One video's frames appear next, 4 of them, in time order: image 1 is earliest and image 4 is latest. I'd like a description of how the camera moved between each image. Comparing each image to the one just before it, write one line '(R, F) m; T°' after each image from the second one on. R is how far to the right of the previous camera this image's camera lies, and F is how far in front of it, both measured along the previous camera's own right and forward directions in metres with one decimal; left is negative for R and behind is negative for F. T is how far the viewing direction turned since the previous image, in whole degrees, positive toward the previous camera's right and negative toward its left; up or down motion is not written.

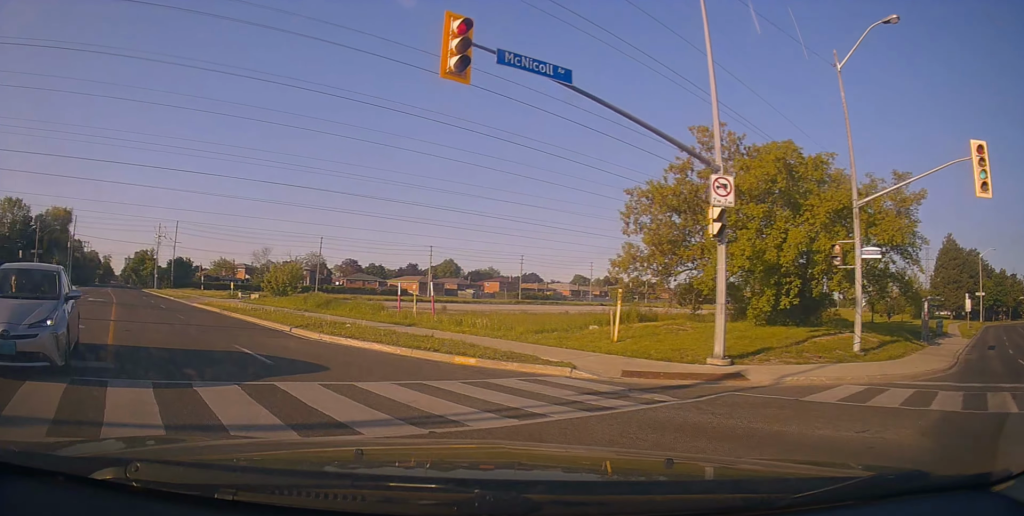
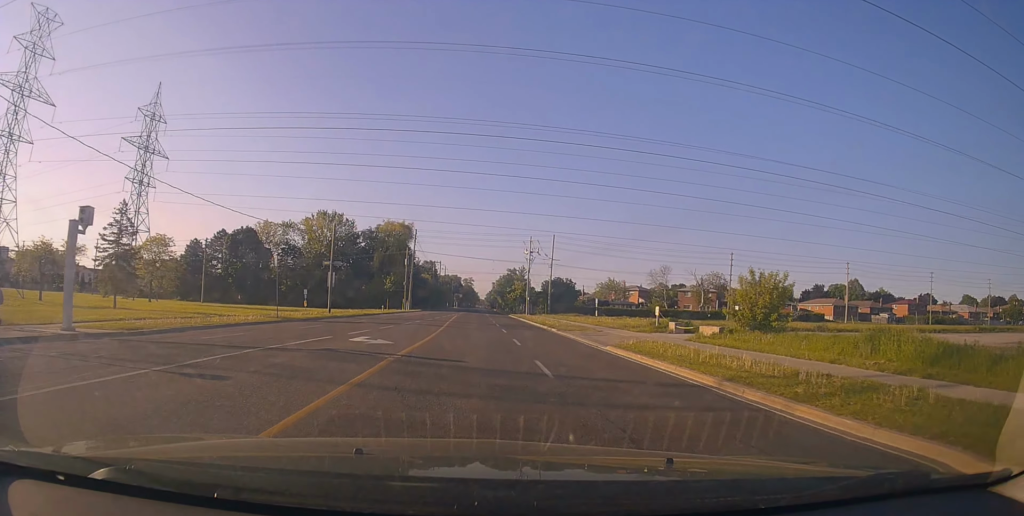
(-7.9, +16.1) m; -36°
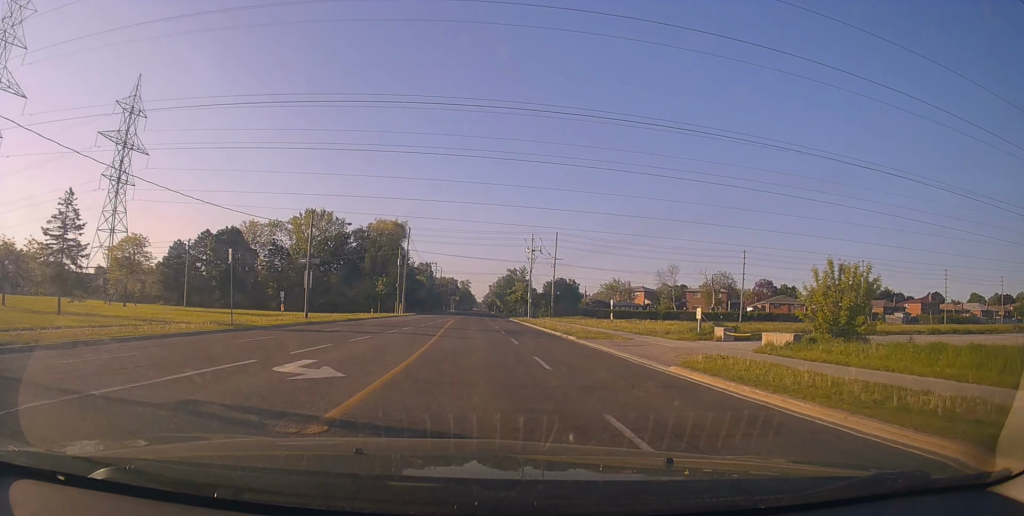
(-0.2, +5.7) m; -1°
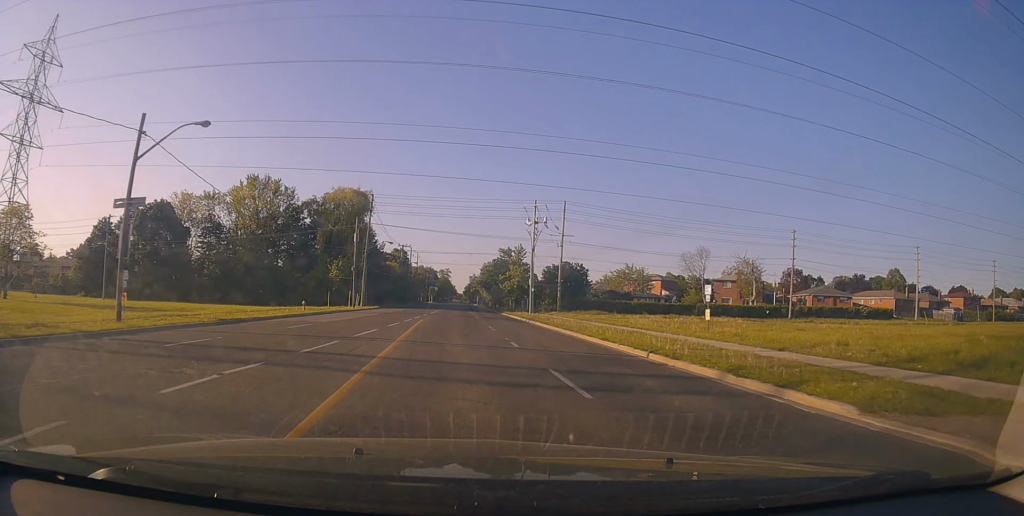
(-0.7, +20.3) m; -1°
